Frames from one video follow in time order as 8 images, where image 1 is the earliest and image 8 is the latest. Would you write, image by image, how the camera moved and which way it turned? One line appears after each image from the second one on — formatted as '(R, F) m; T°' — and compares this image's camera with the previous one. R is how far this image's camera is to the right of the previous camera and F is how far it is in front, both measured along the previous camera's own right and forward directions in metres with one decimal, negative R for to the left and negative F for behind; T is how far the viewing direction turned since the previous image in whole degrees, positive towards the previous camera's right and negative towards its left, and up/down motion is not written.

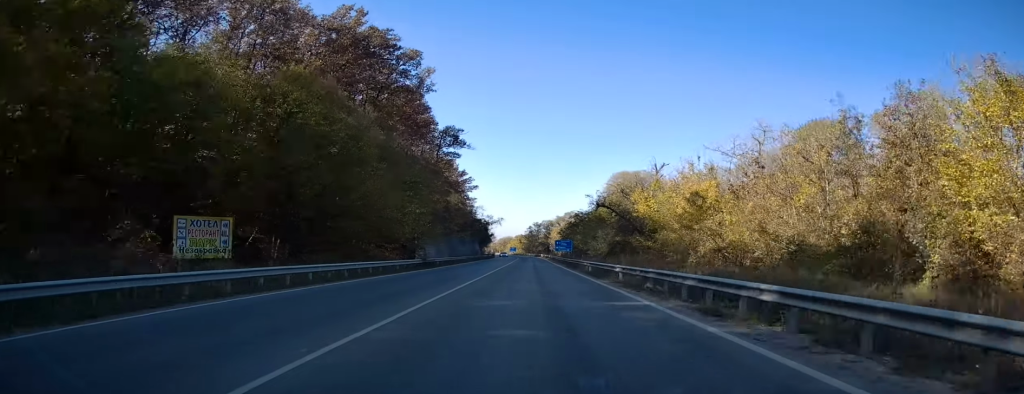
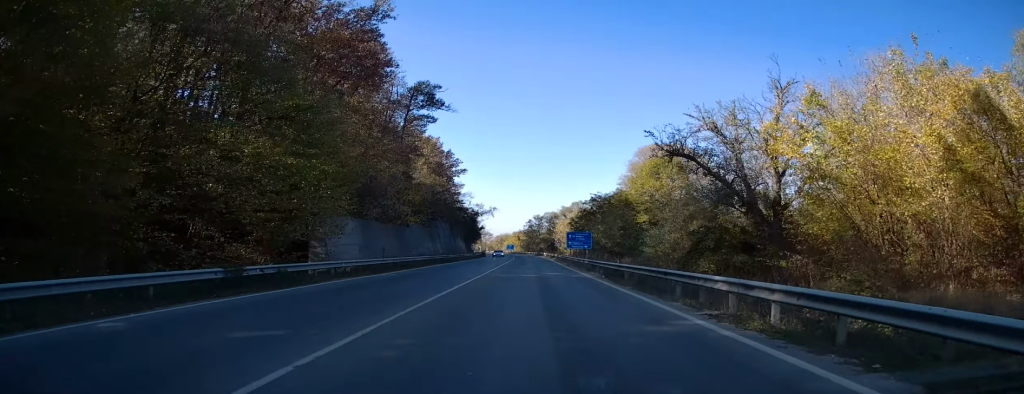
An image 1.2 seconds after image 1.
(-0.3, +27.1) m; 0°
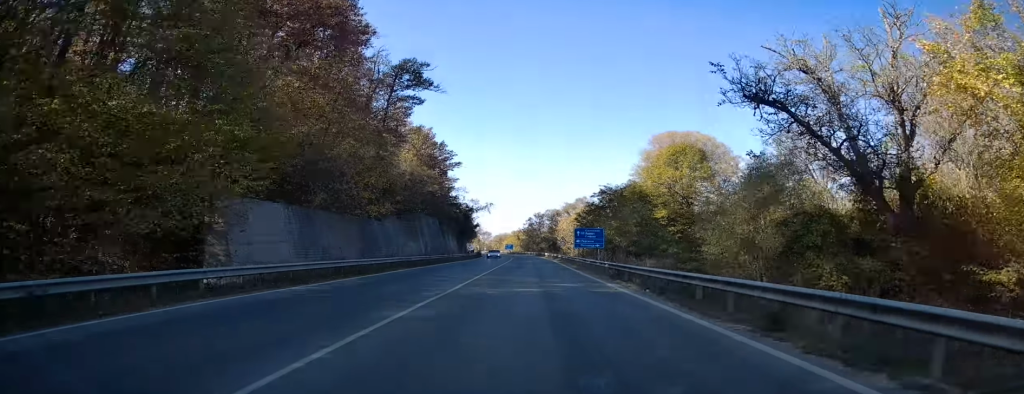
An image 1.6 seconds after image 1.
(+0.1, +9.8) m; 0°
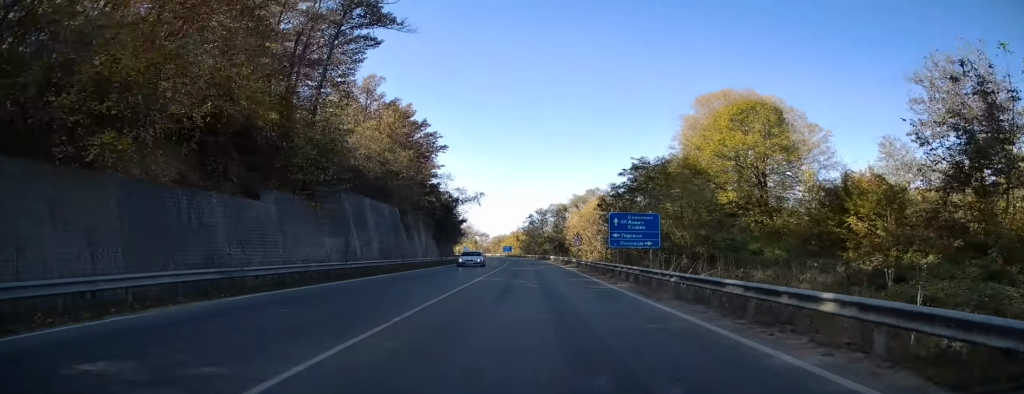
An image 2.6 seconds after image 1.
(+0.2, +21.1) m; 0°
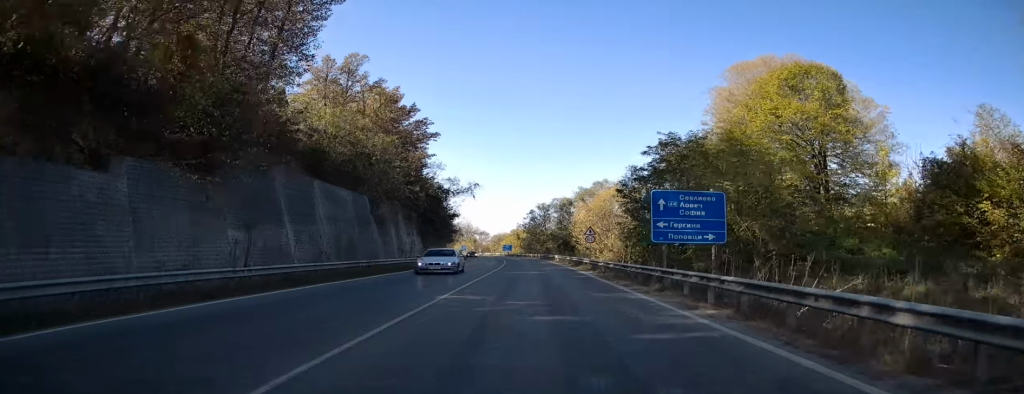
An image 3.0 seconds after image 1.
(-0.2, +9.7) m; 0°
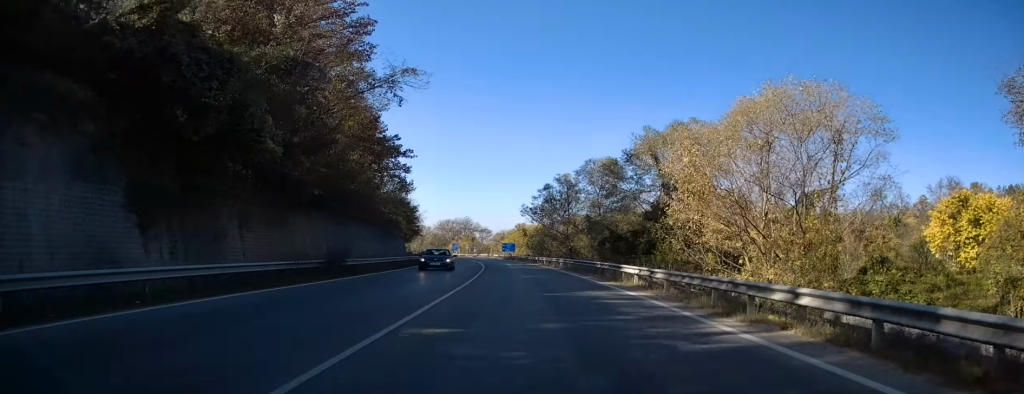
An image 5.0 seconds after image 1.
(-0.1, +44.8) m; 0°
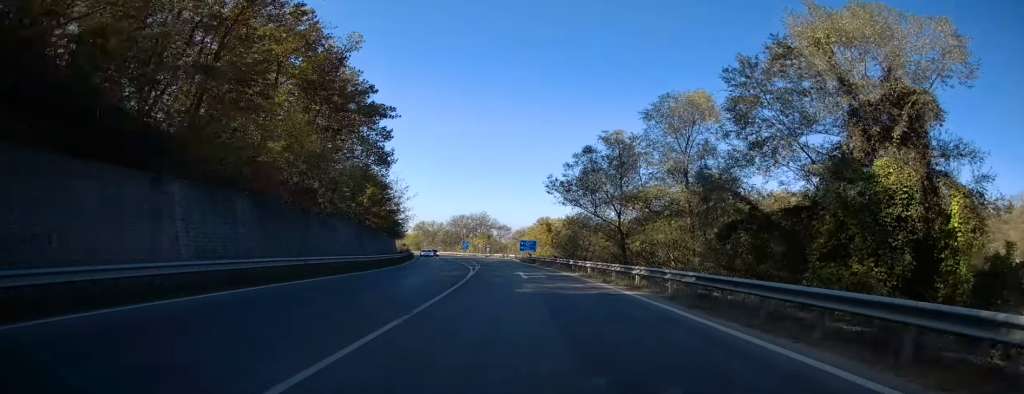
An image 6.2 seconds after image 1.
(0.0, +25.0) m; -1°
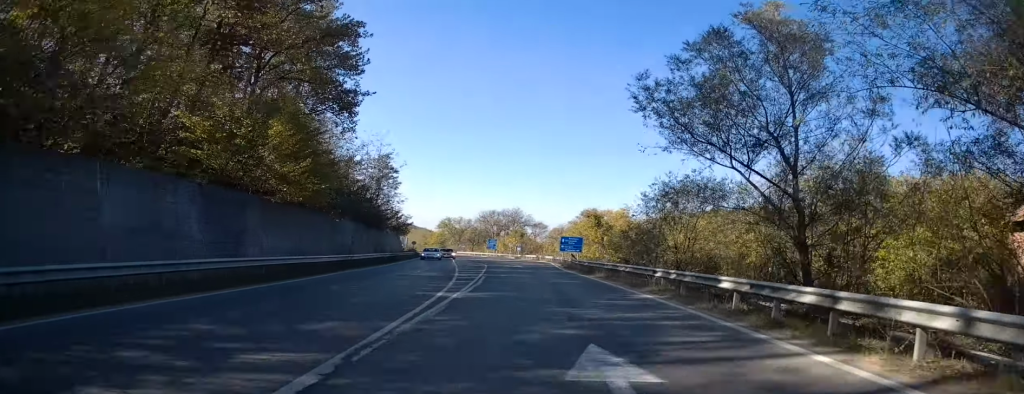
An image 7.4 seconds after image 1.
(-0.4, +24.4) m; -2°
